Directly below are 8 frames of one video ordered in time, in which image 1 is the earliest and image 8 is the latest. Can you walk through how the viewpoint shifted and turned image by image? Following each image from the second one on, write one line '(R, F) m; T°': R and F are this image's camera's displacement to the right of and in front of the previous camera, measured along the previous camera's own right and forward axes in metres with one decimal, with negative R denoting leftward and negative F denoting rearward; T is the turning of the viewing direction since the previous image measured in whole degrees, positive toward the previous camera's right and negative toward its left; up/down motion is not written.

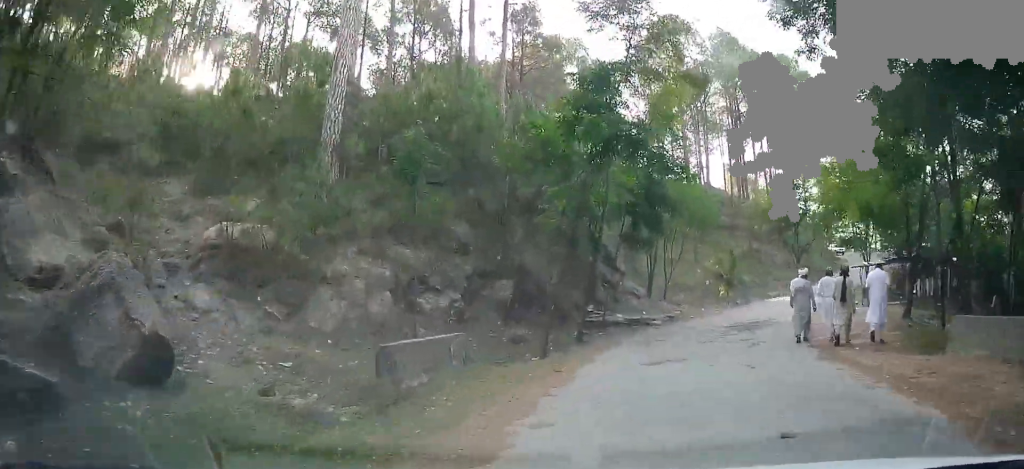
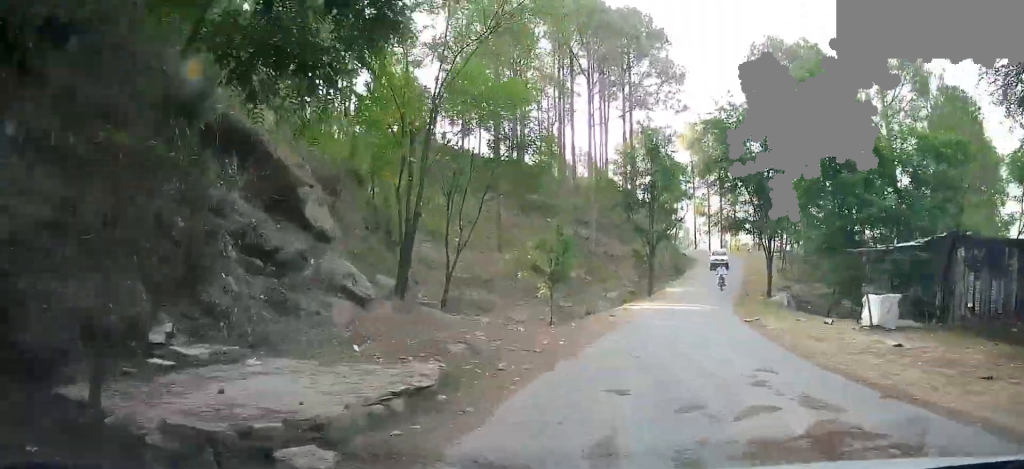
(+1.9, +15.5) m; +15°
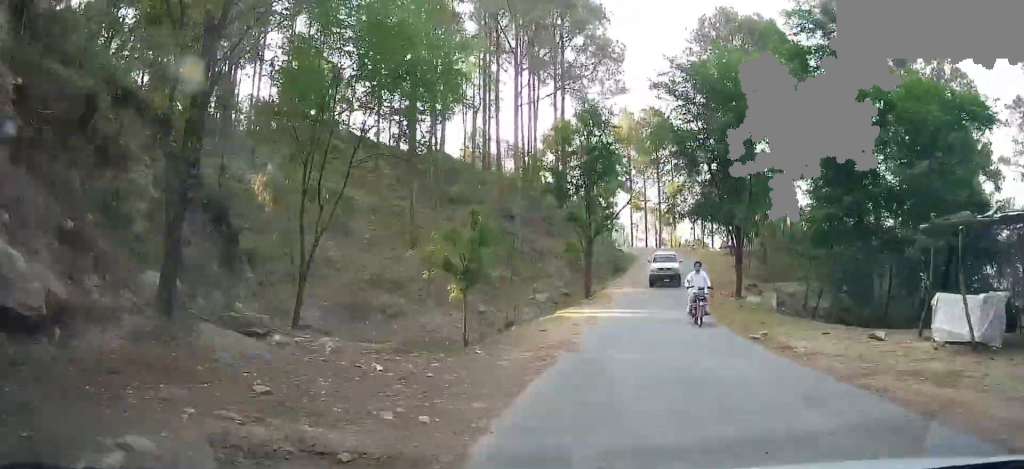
(+0.4, +6.7) m; +5°
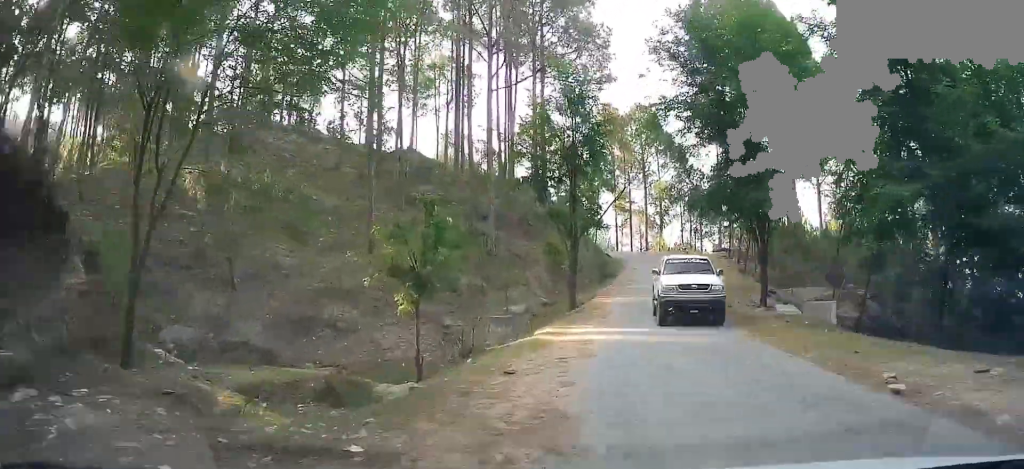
(+0.2, +6.3) m; +4°
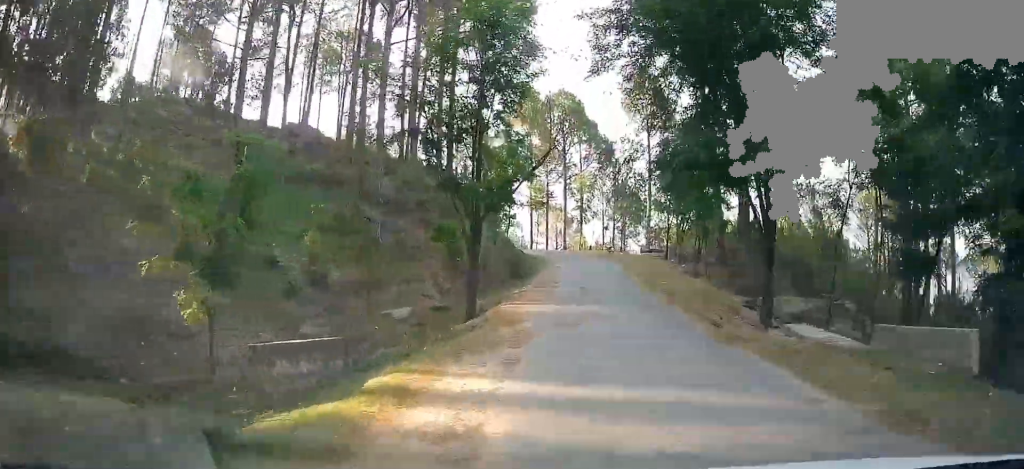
(+0.3, +8.4) m; +6°
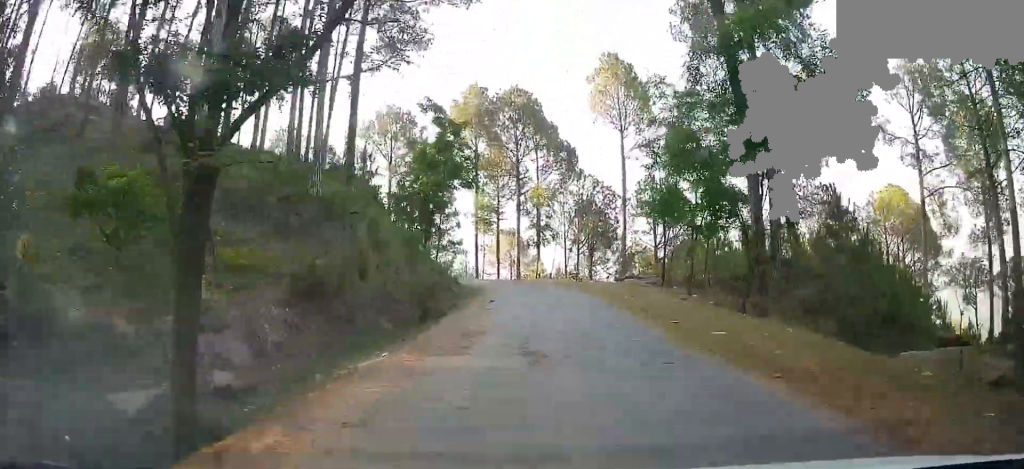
(+1.2, +13.5) m; +7°
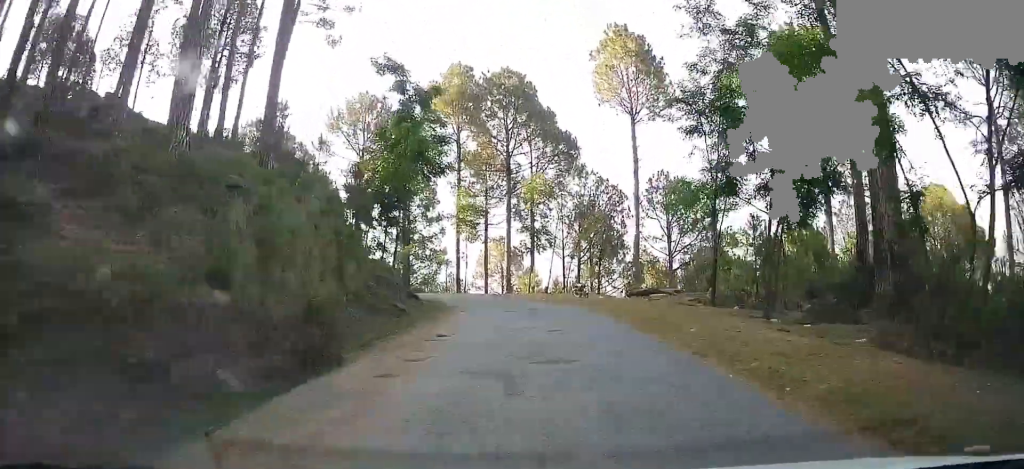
(+0.3, +8.9) m; 0°
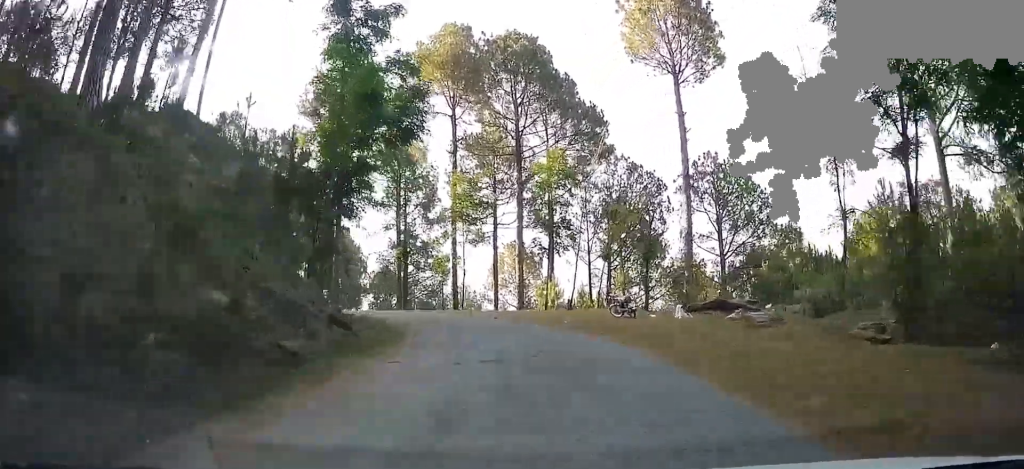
(-0.2, +10.2) m; -3°
